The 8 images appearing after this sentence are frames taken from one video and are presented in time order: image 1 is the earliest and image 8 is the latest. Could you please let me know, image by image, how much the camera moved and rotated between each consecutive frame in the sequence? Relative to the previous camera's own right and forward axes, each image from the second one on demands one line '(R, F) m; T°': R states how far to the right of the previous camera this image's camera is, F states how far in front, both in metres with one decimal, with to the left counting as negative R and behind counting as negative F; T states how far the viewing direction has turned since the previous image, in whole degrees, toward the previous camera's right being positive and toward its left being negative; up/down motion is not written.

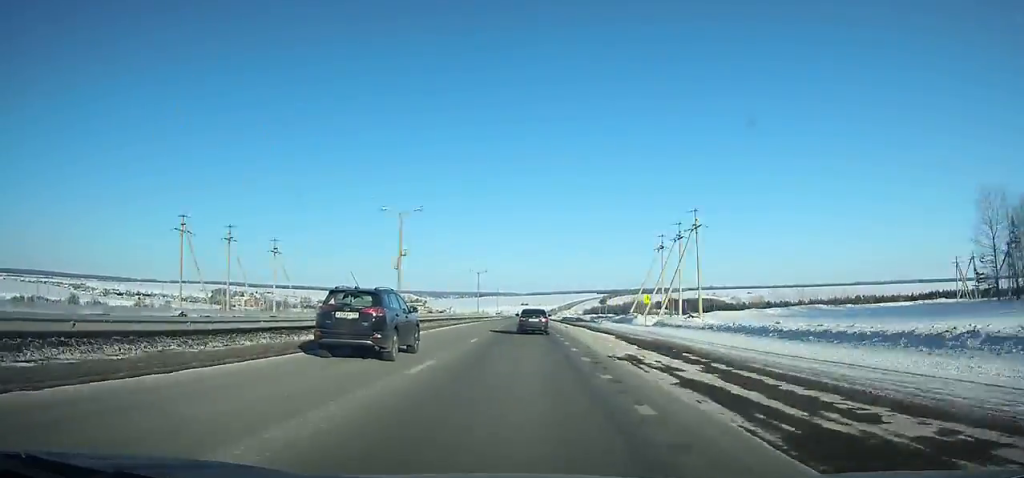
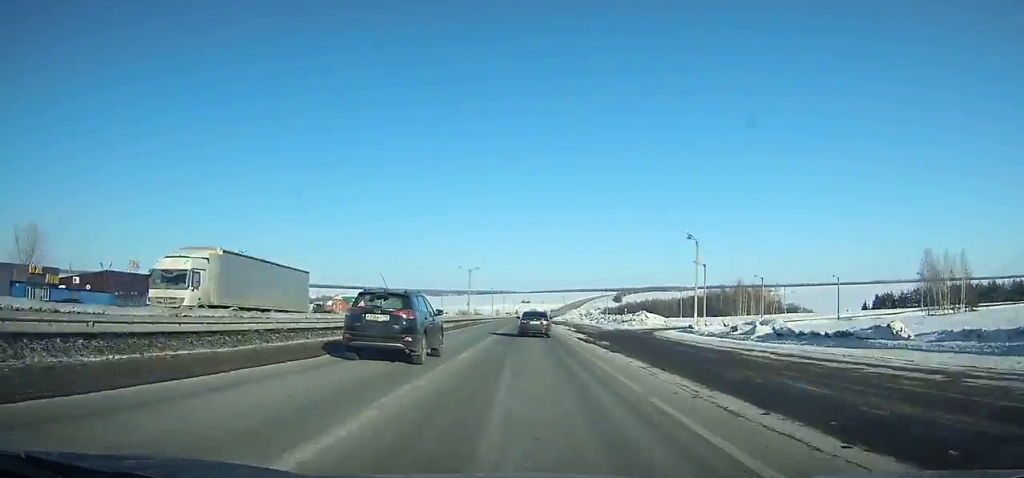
(-0.2, +181.9) m; 0°
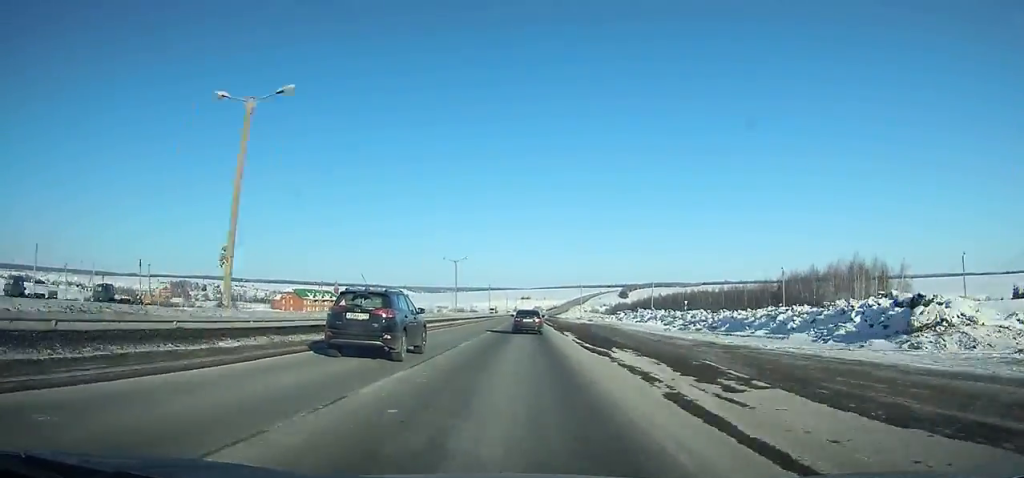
(+0.1, +70.8) m; 0°
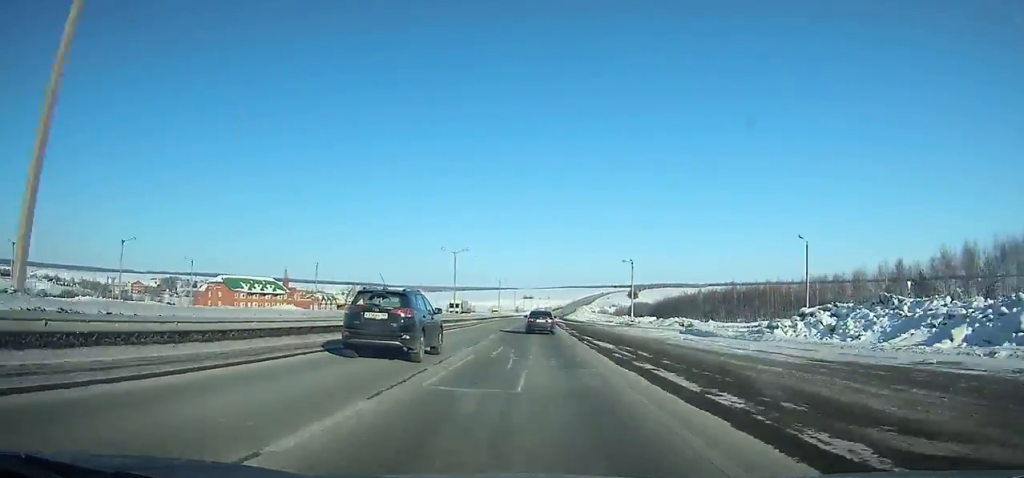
(-0.2, +67.2) m; 0°
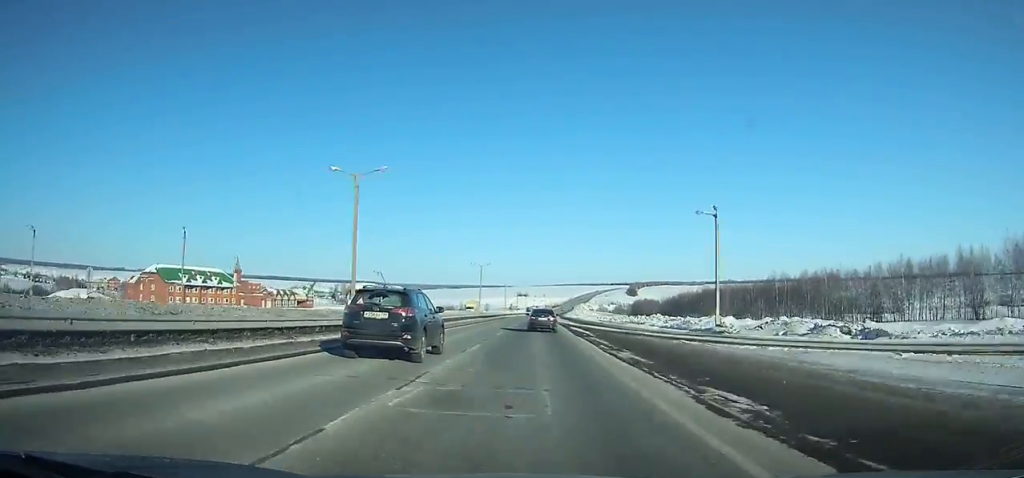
(-0.3, +38.1) m; 0°
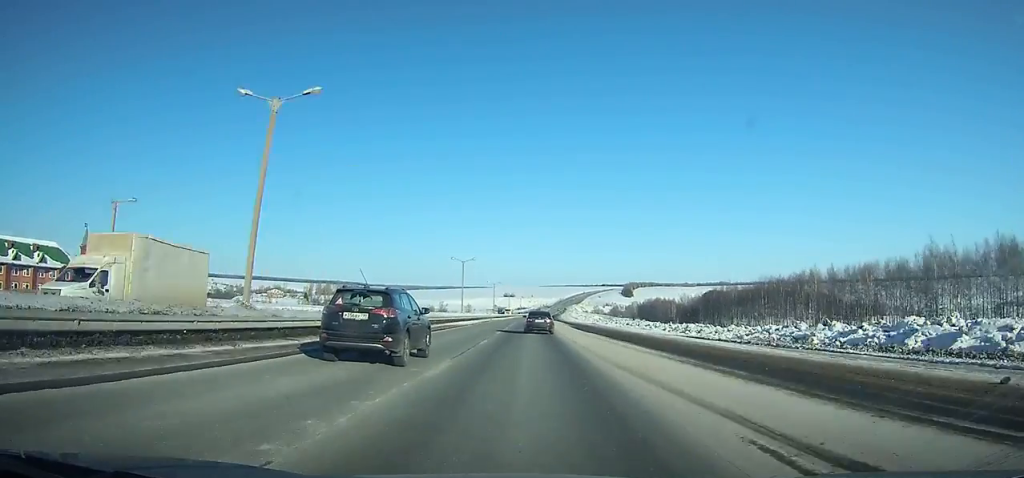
(+0.4, +70.3) m; +1°
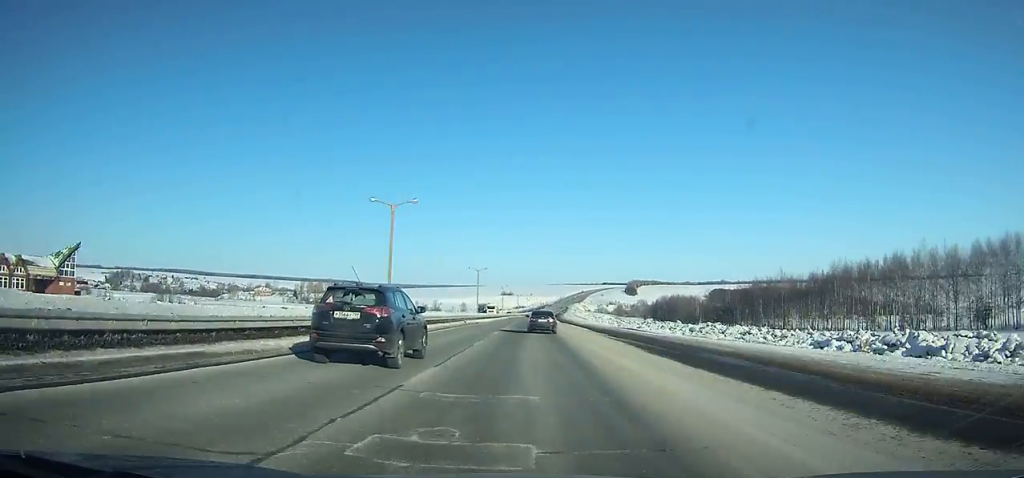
(+0.1, +38.7) m; 0°
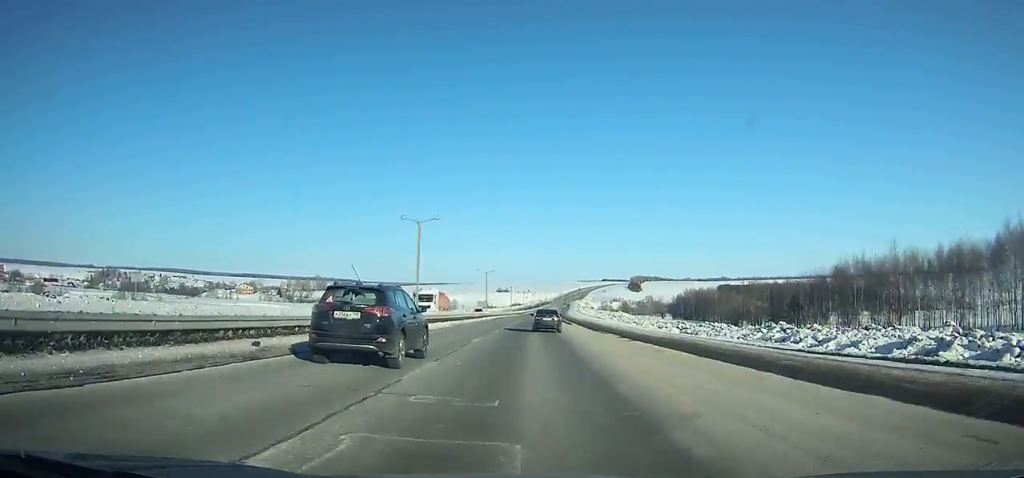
(+0.1, +50.4) m; 0°
